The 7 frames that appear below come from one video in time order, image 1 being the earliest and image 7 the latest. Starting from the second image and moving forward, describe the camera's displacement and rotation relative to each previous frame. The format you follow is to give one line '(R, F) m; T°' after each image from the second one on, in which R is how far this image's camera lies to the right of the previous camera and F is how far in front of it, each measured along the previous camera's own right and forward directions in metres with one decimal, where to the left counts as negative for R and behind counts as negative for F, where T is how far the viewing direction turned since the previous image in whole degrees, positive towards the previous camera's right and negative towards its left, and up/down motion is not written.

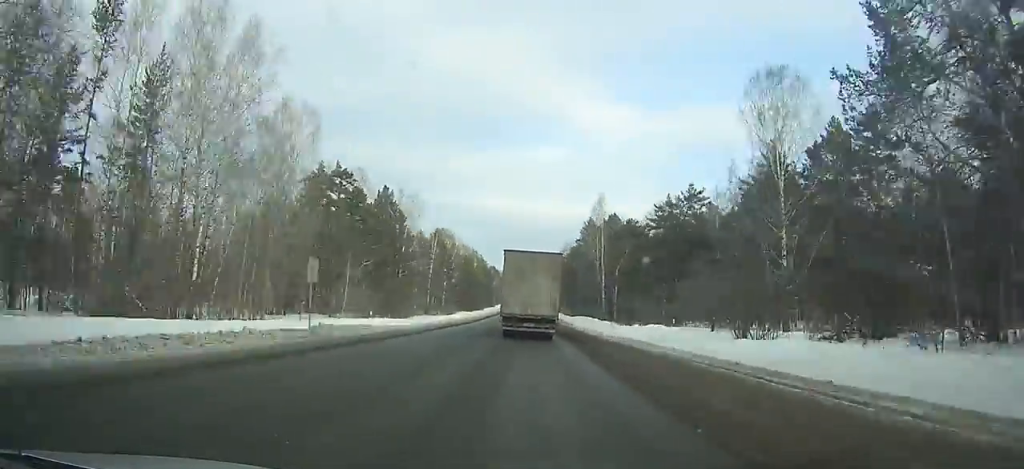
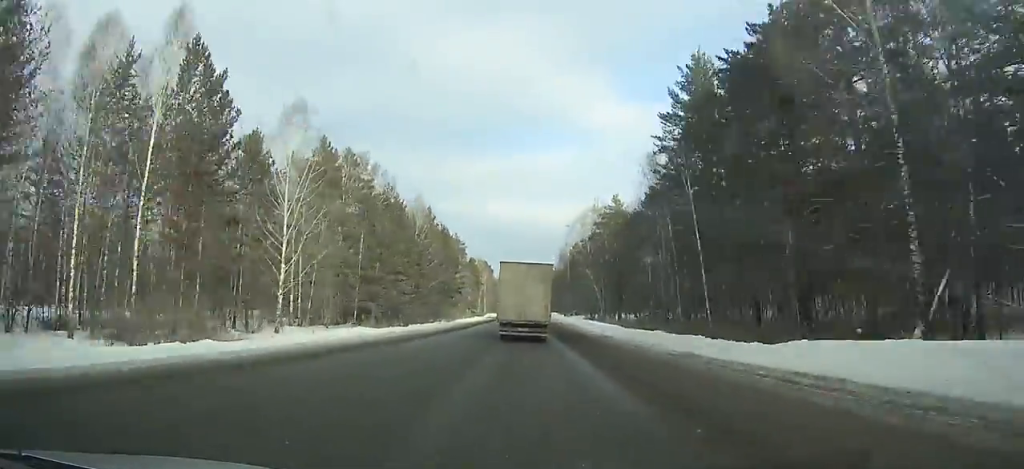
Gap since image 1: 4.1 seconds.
(-0.4, +95.0) m; 0°
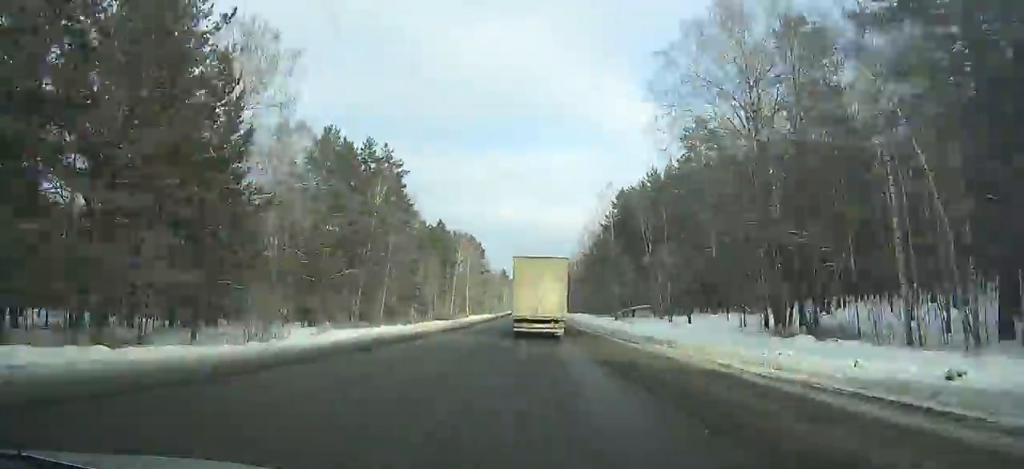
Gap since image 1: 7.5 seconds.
(0.0, +81.7) m; 0°
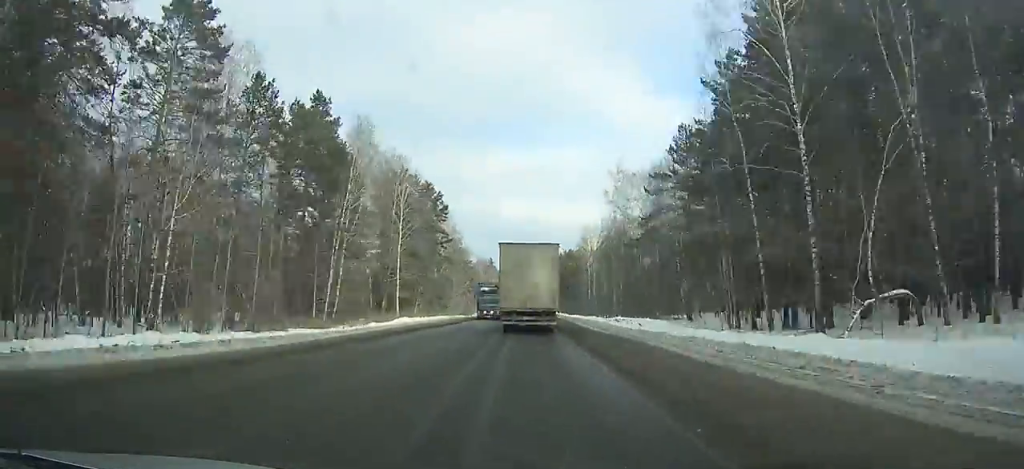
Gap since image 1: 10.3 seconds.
(-0.5, +68.6) m; 0°
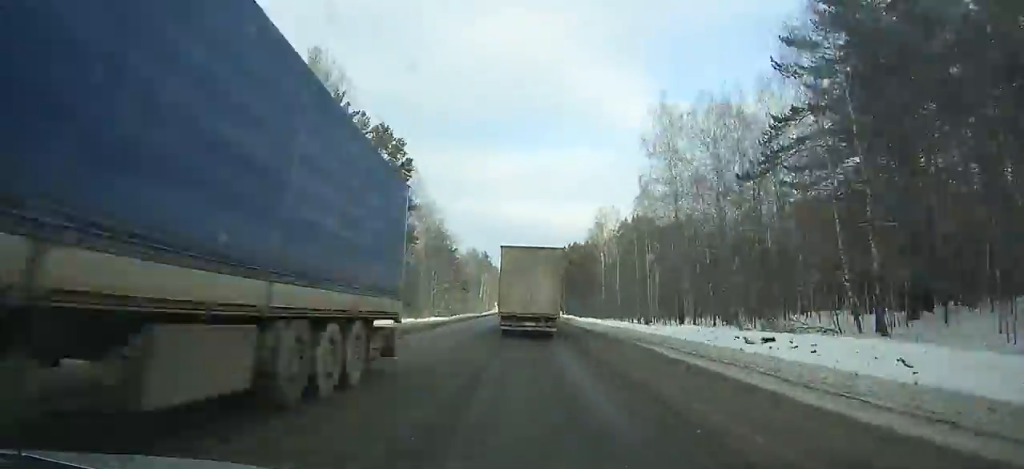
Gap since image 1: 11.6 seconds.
(0.0, +31.7) m; 0°
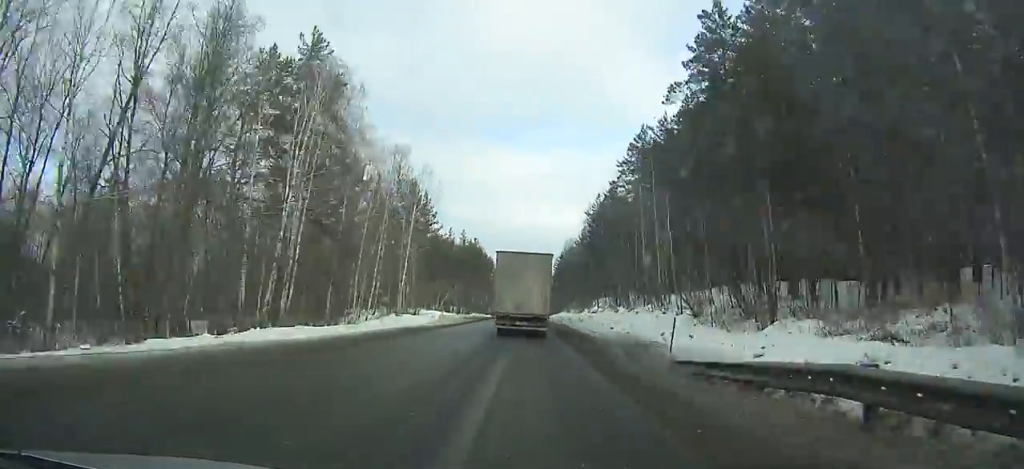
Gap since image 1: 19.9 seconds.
(0.0, +197.3) m; 0°
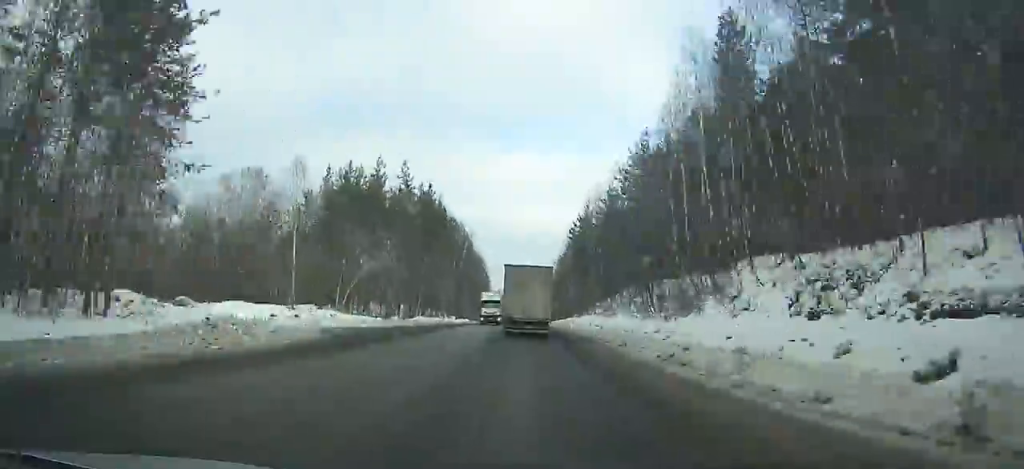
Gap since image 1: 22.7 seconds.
(-0.1, +63.6) m; 0°
